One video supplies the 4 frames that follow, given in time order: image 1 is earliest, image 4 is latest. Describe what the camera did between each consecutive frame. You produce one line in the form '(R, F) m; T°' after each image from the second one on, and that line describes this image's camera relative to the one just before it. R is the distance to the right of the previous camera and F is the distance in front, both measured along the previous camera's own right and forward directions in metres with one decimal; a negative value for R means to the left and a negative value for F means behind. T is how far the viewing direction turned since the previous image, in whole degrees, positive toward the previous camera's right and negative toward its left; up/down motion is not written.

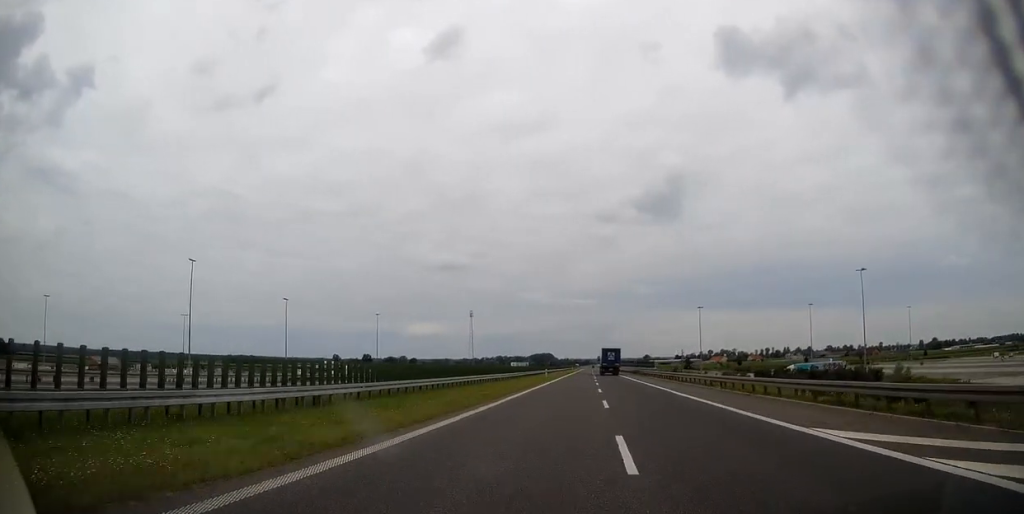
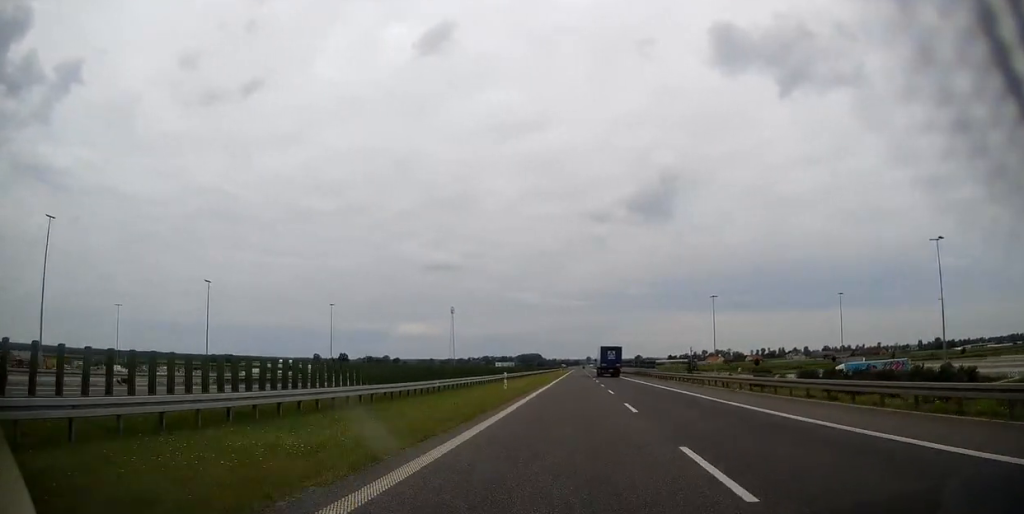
(-0.2, +38.2) m; 0°
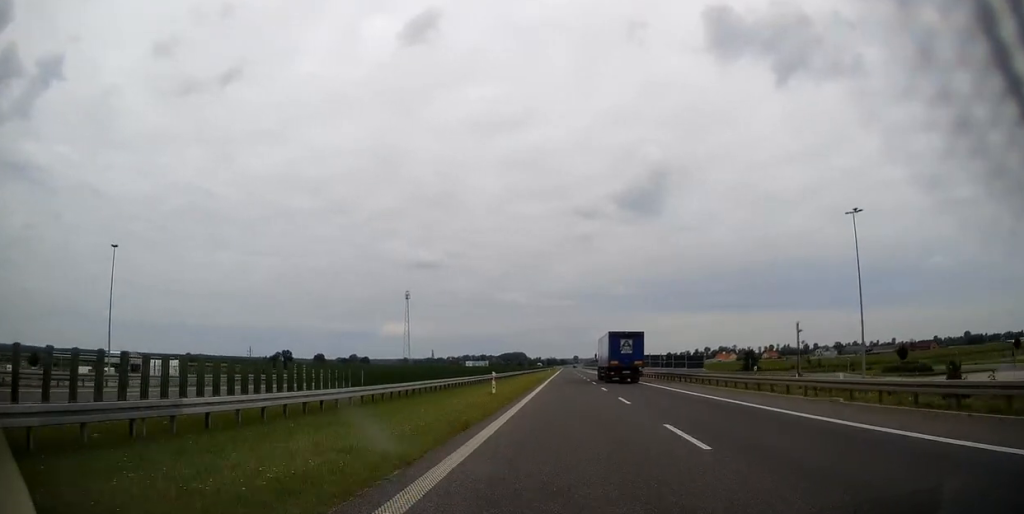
(+2.5, +104.7) m; +3°
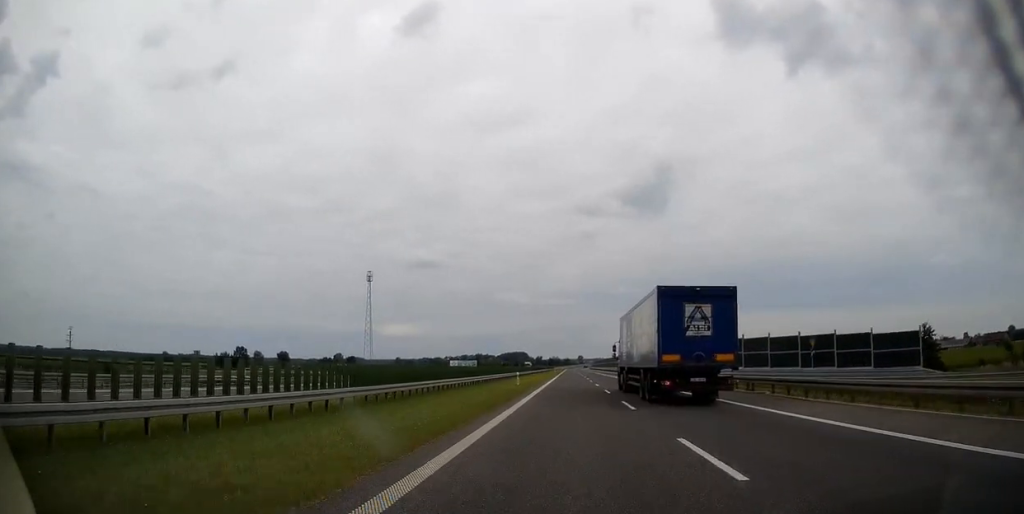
(-0.5, +86.7) m; -1°
